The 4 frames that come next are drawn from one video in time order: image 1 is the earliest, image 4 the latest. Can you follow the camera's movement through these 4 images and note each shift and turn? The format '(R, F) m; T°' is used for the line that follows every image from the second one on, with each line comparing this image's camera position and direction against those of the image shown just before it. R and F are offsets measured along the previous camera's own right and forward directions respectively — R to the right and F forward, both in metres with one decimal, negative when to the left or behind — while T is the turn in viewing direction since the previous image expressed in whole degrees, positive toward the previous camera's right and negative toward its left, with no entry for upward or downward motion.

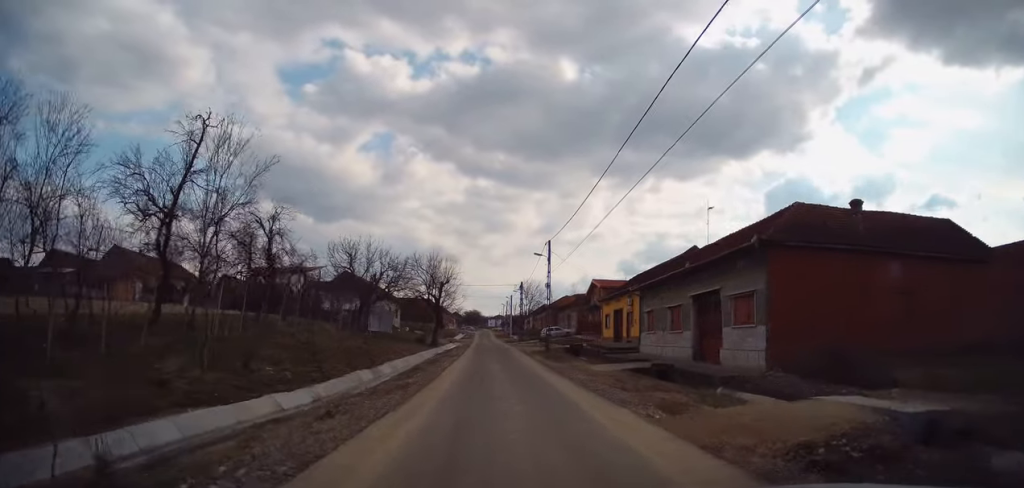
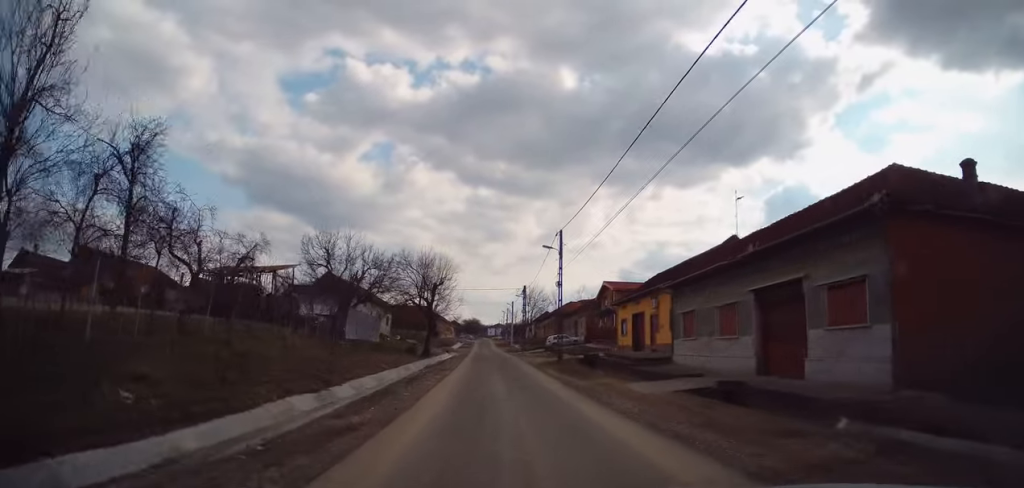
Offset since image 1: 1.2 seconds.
(+0.4, +6.8) m; 0°
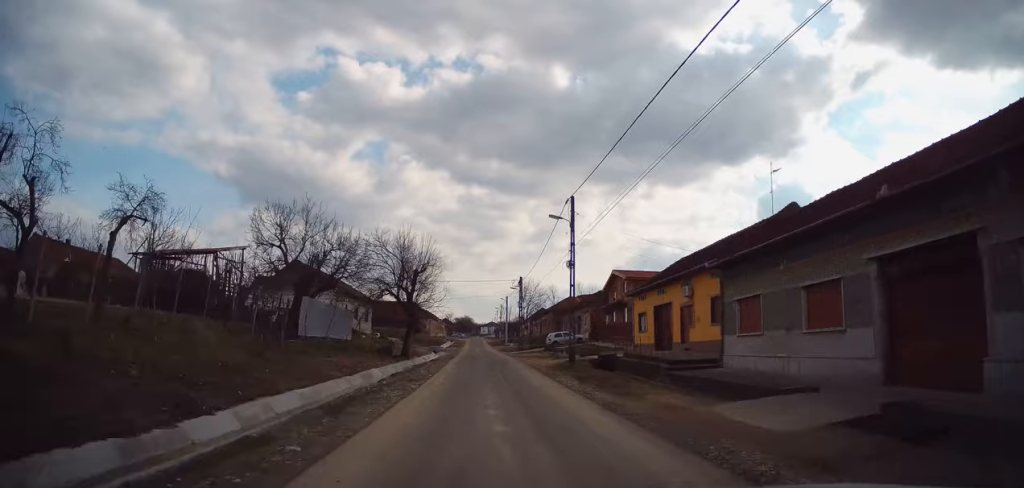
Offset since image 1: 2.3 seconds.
(-0.5, +7.4) m; 0°
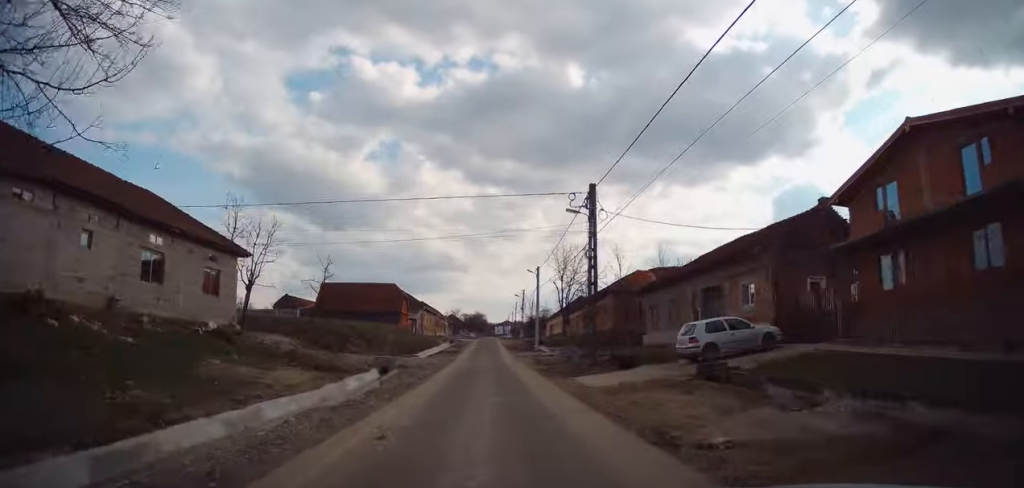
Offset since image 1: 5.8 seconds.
(+0.3, +36.3) m; -1°
